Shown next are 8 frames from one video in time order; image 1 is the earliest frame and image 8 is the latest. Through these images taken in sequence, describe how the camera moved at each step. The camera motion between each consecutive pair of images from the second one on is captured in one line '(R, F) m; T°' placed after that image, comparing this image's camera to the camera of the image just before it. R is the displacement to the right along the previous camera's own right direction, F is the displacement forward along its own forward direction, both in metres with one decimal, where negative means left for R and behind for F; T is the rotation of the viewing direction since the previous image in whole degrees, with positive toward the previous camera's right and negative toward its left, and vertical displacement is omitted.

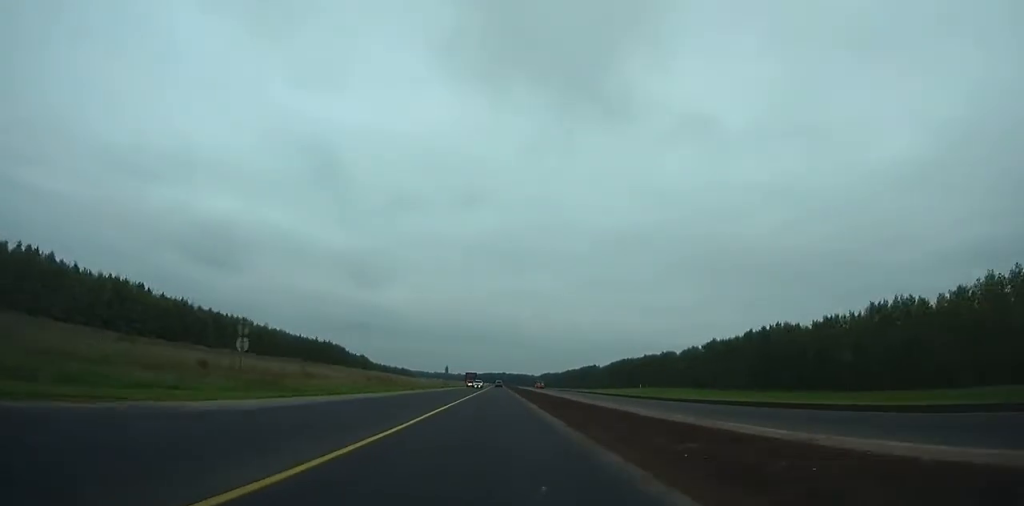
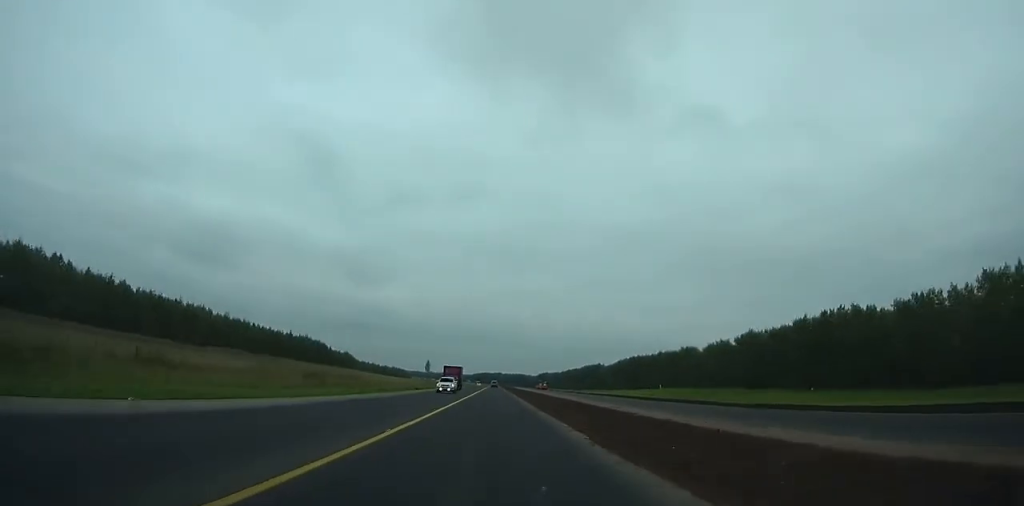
(0.0, +26.9) m; 0°
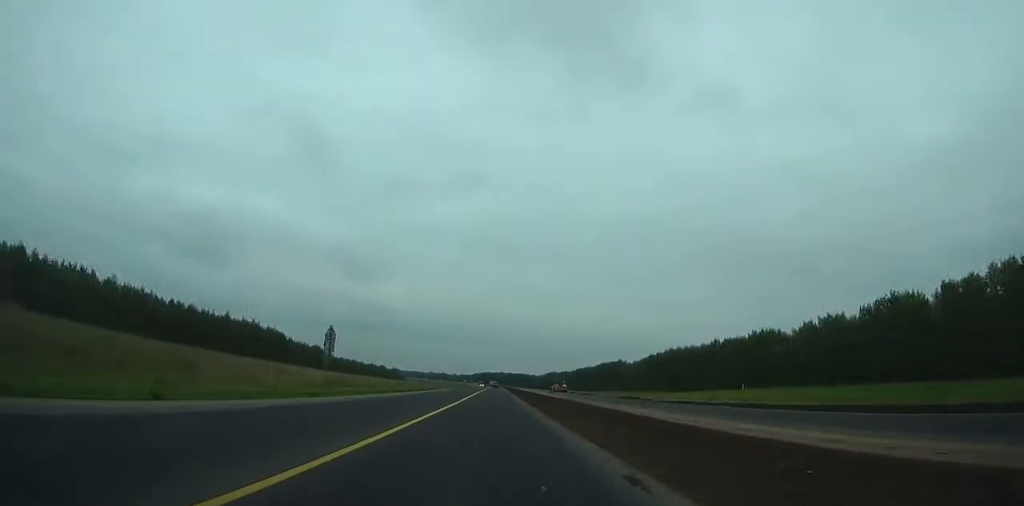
(+0.2, +56.6) m; 0°
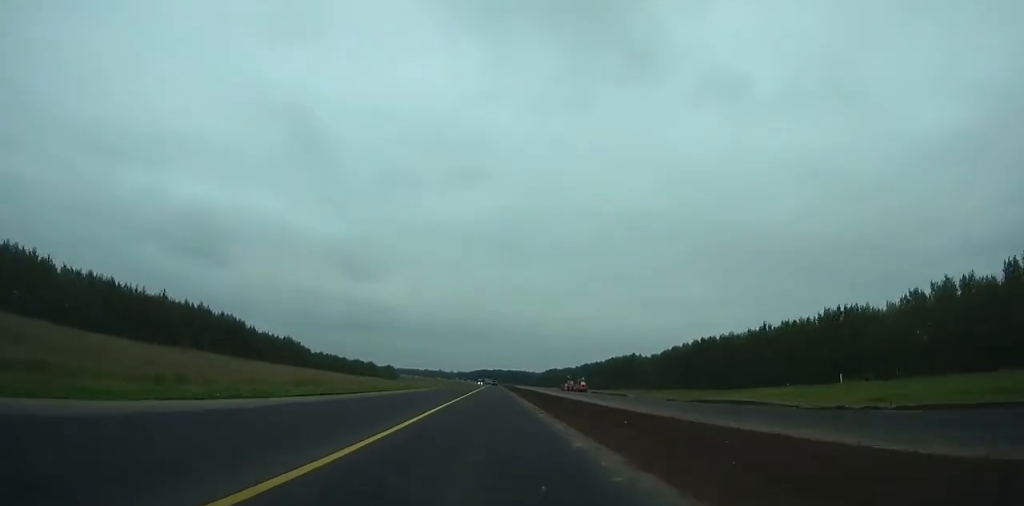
(-0.1, +34.2) m; 0°
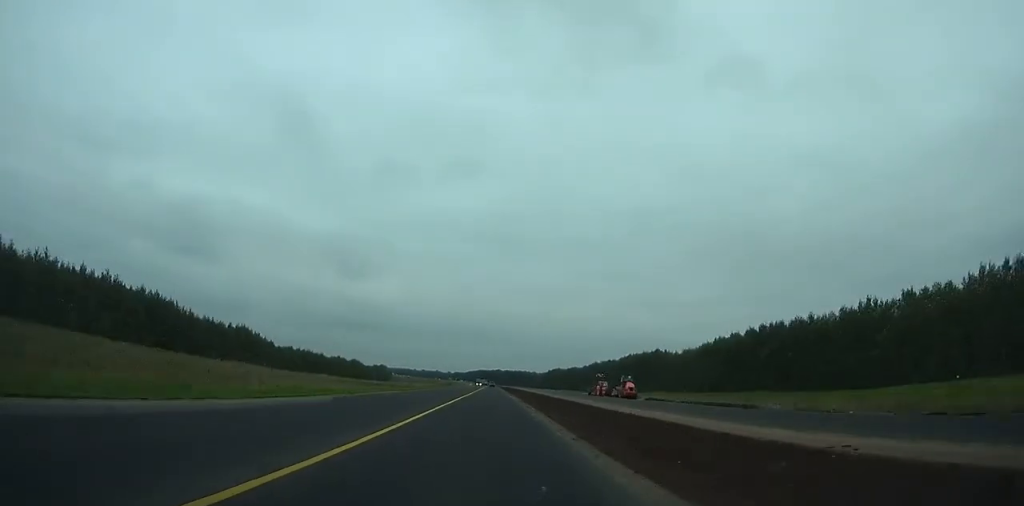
(0.0, +41.0) m; 0°
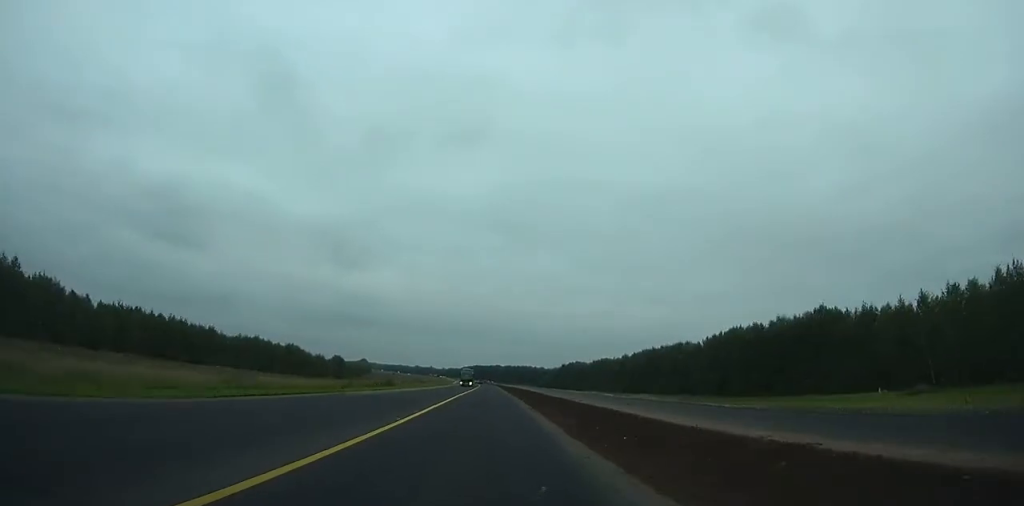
(0.0, +114.7) m; 0°
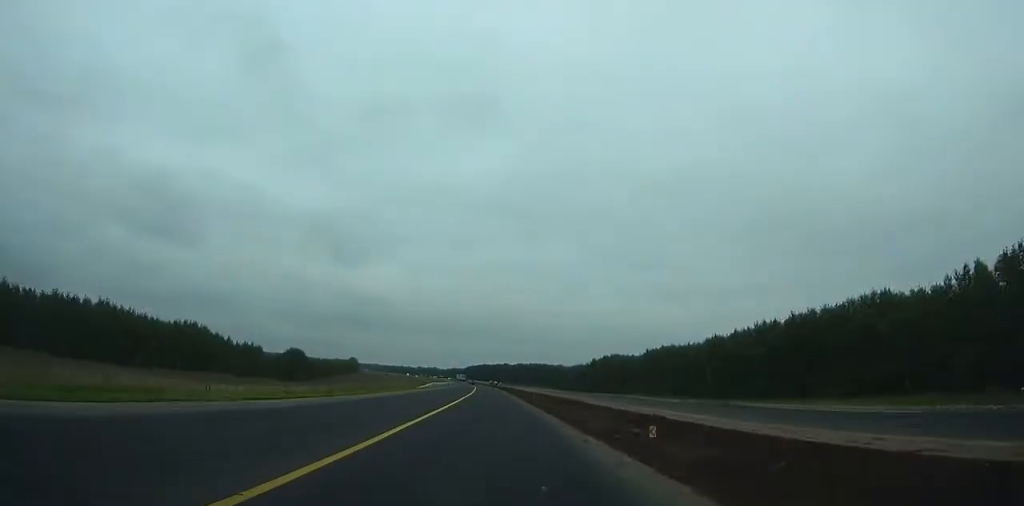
(-0.1, +93.4) m; -1°
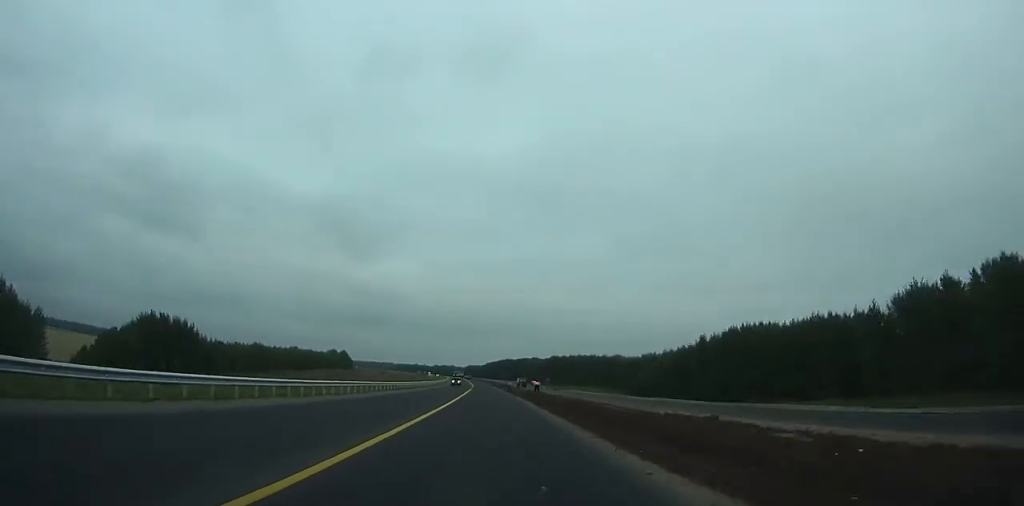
(-1.8, +133.6) m; -2°
